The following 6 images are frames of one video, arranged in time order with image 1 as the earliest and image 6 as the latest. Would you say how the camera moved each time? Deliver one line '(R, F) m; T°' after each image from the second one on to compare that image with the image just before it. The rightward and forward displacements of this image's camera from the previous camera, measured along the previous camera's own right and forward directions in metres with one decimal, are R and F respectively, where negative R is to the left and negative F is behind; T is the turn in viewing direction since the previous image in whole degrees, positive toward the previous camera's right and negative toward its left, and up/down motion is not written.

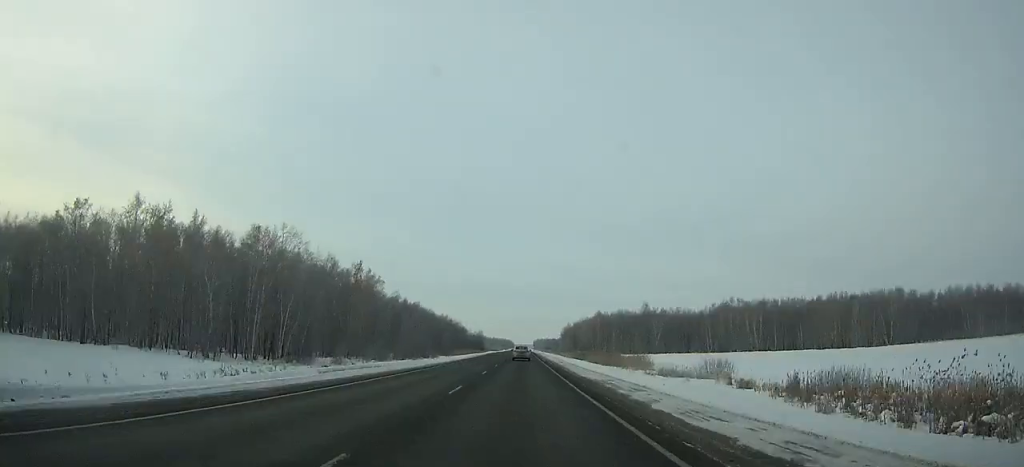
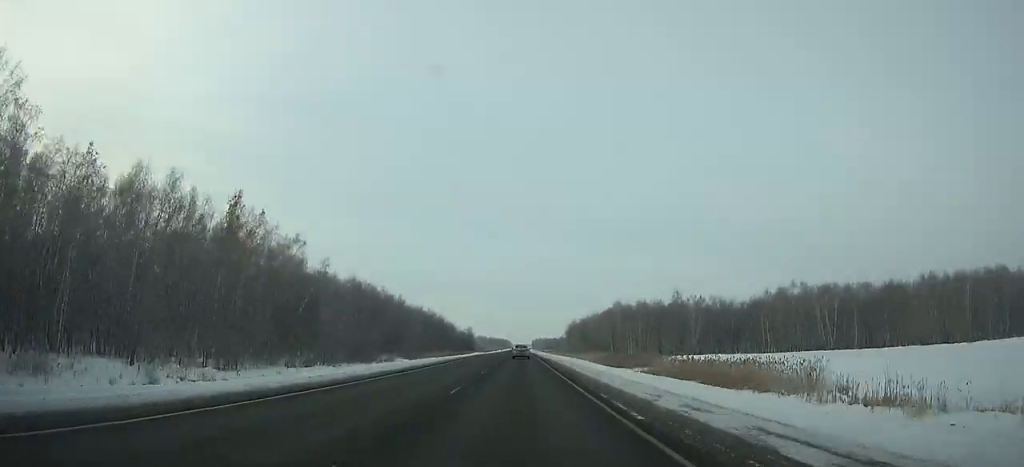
(+0.1, +48.7) m; 0°
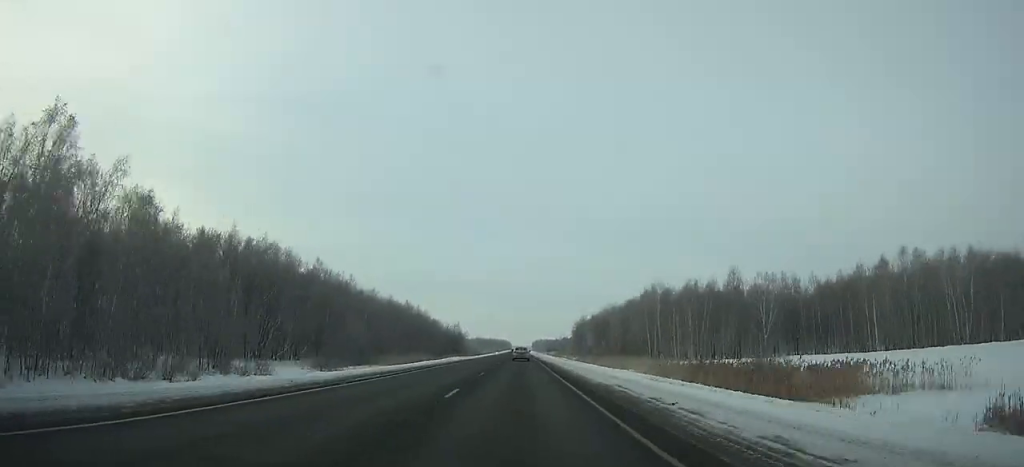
(+0.1, +48.9) m; 0°
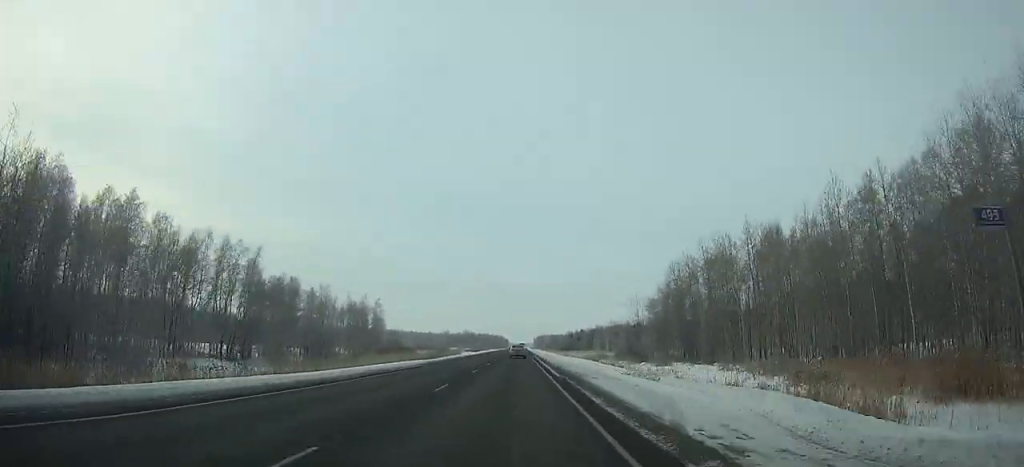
(0.0, +179.4) m; 0°
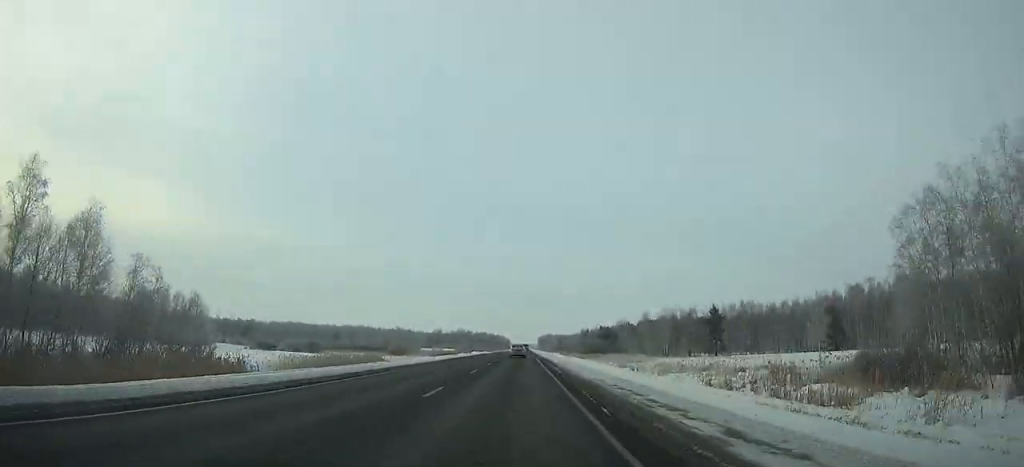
(-0.1, +86.6) m; 0°
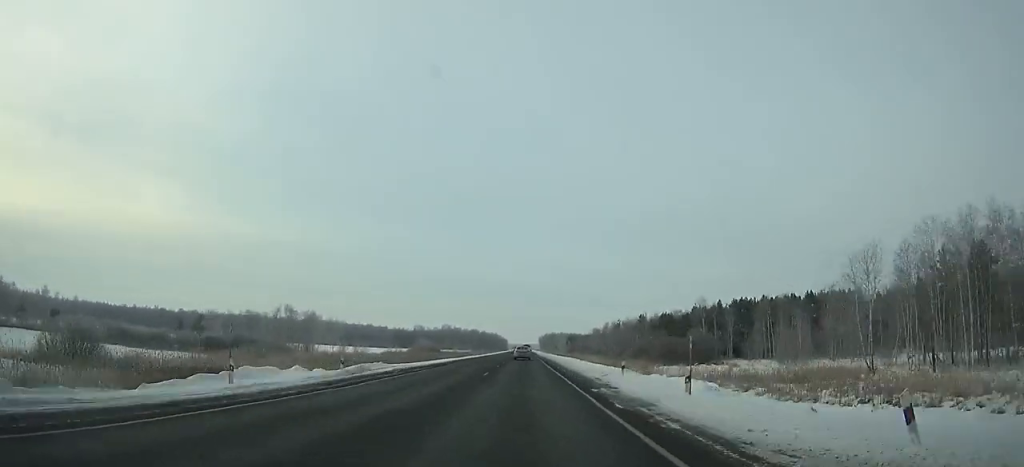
(+0.4, +108.1) m; 0°
